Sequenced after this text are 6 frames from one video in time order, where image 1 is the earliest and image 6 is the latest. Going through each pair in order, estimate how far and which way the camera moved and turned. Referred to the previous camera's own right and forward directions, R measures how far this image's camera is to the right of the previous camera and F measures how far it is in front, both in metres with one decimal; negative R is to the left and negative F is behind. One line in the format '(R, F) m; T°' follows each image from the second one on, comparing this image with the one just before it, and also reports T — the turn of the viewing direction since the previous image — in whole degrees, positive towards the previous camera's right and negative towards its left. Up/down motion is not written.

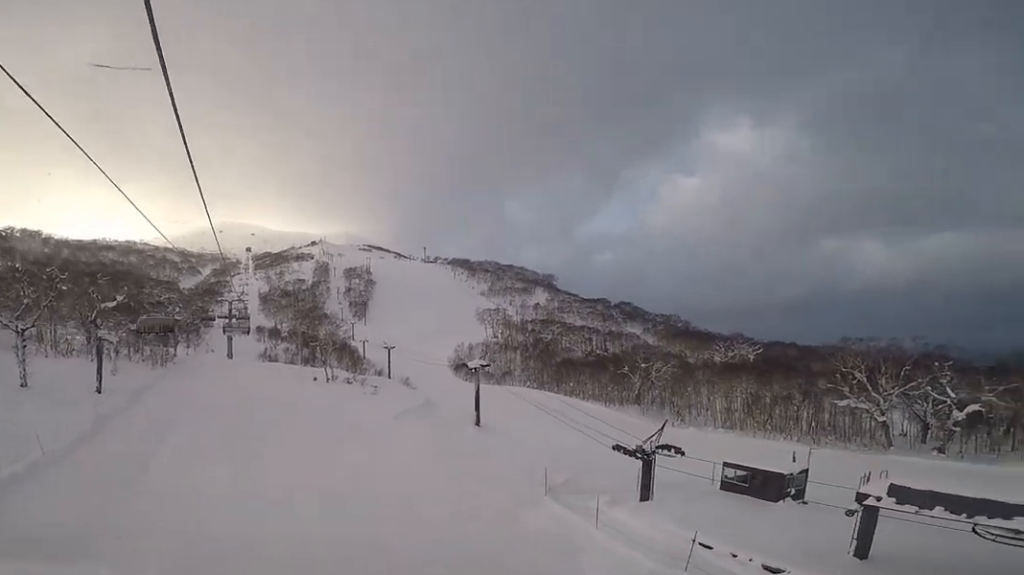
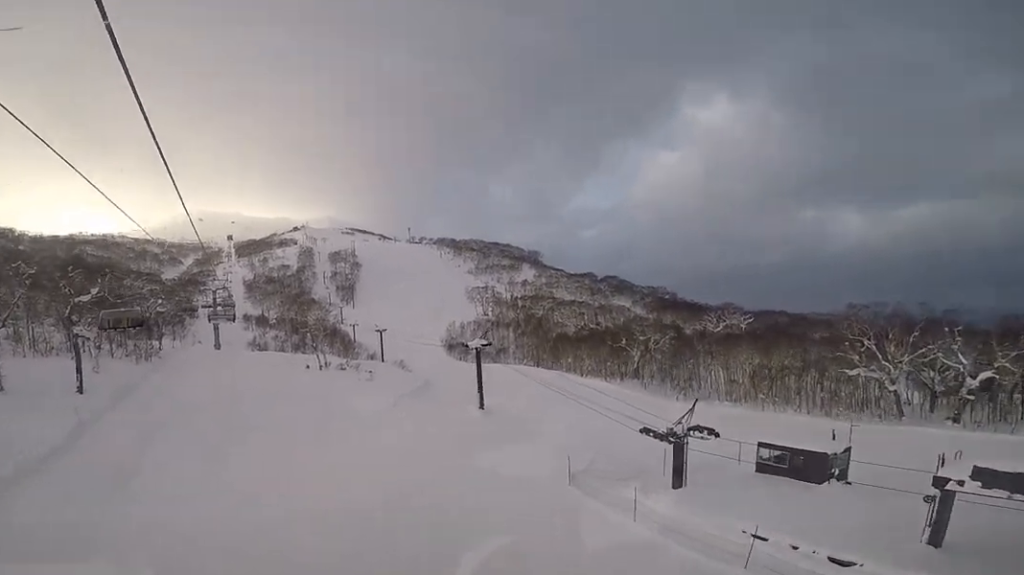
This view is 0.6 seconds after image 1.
(+0.1, +2.6) m; +2°
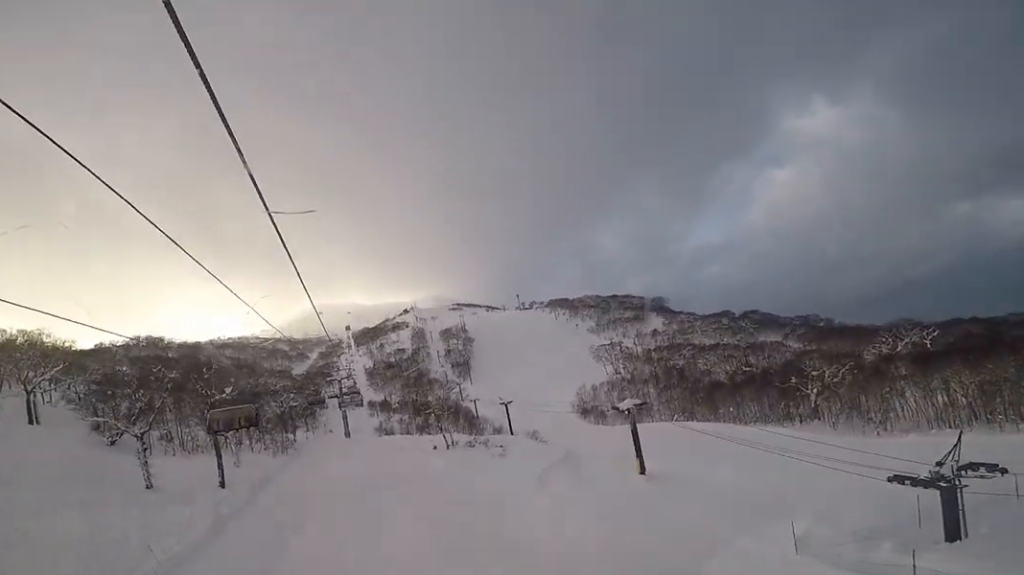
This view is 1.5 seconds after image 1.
(+0.1, +3.3) m; +2°
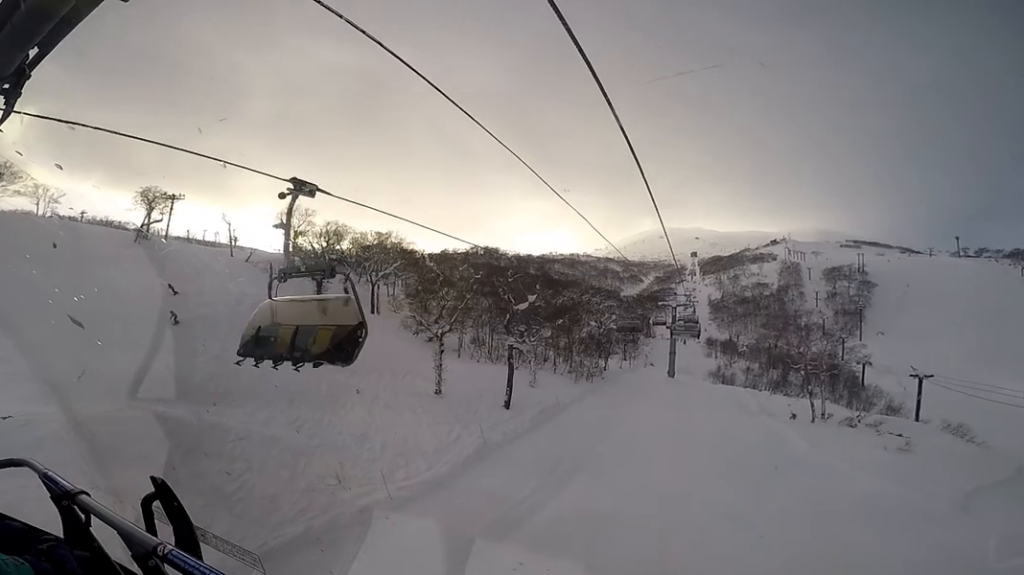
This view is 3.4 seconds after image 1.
(+0.1, +7.6) m; +1°
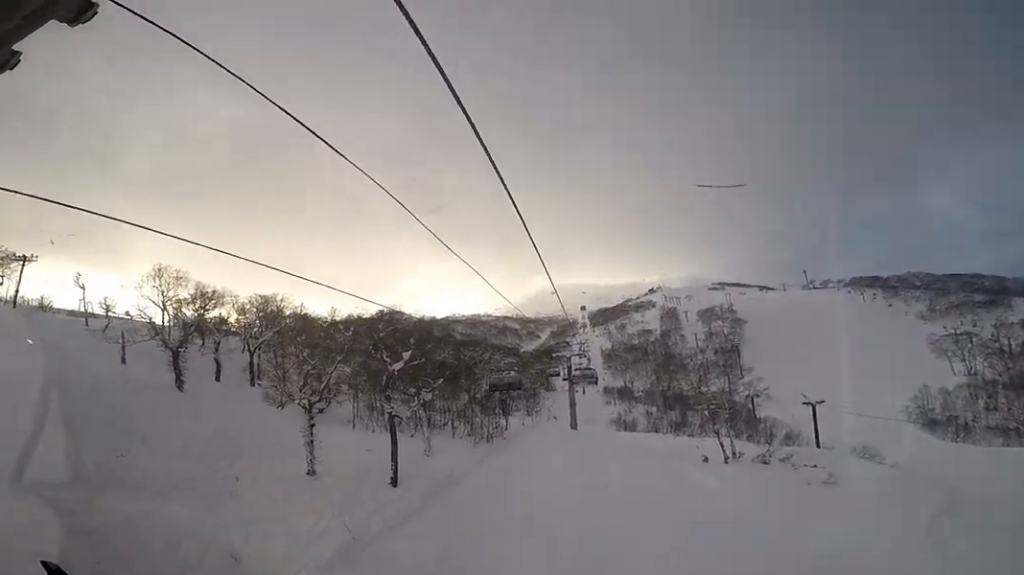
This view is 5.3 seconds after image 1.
(-0.2, +7.5) m; -5°
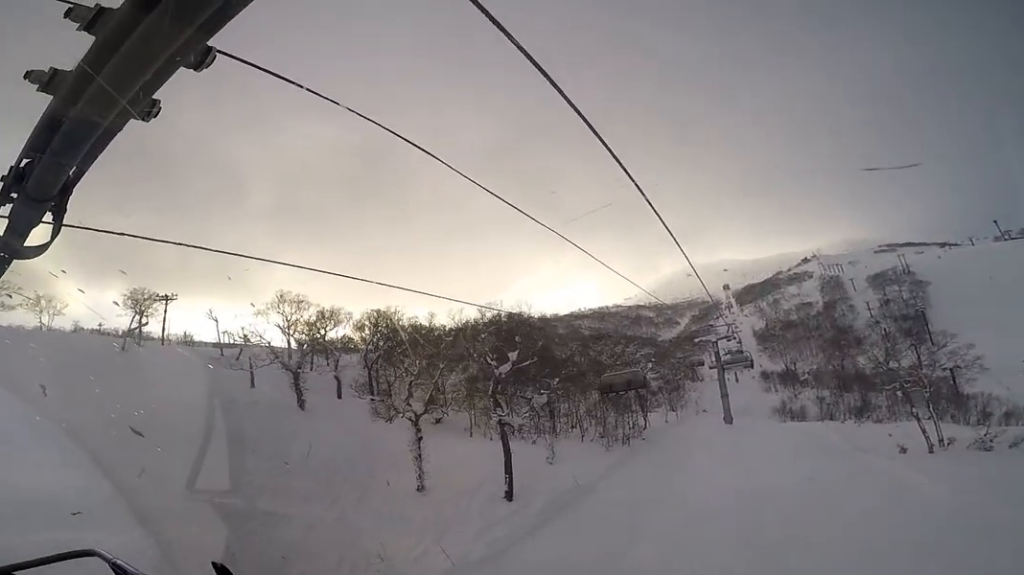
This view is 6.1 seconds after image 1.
(-0.1, +3.0) m; -3°
